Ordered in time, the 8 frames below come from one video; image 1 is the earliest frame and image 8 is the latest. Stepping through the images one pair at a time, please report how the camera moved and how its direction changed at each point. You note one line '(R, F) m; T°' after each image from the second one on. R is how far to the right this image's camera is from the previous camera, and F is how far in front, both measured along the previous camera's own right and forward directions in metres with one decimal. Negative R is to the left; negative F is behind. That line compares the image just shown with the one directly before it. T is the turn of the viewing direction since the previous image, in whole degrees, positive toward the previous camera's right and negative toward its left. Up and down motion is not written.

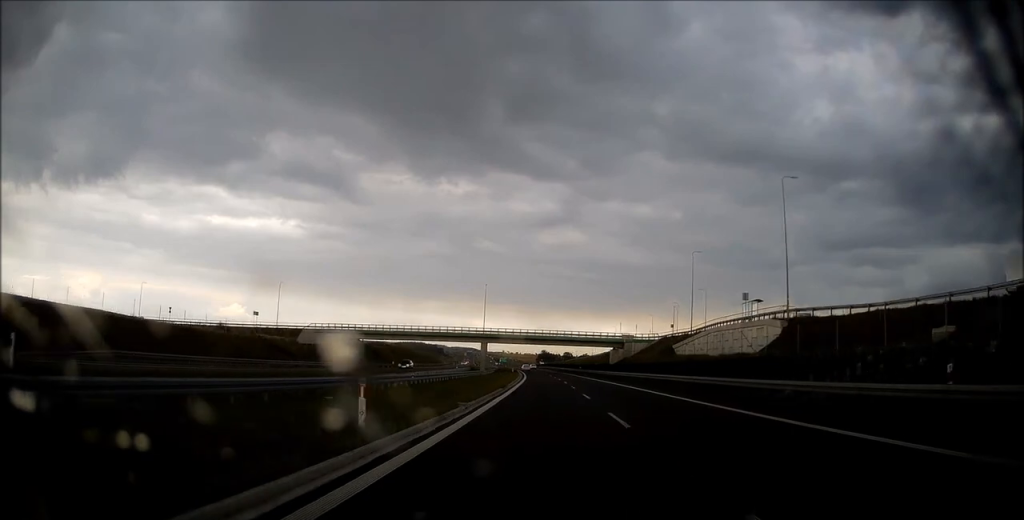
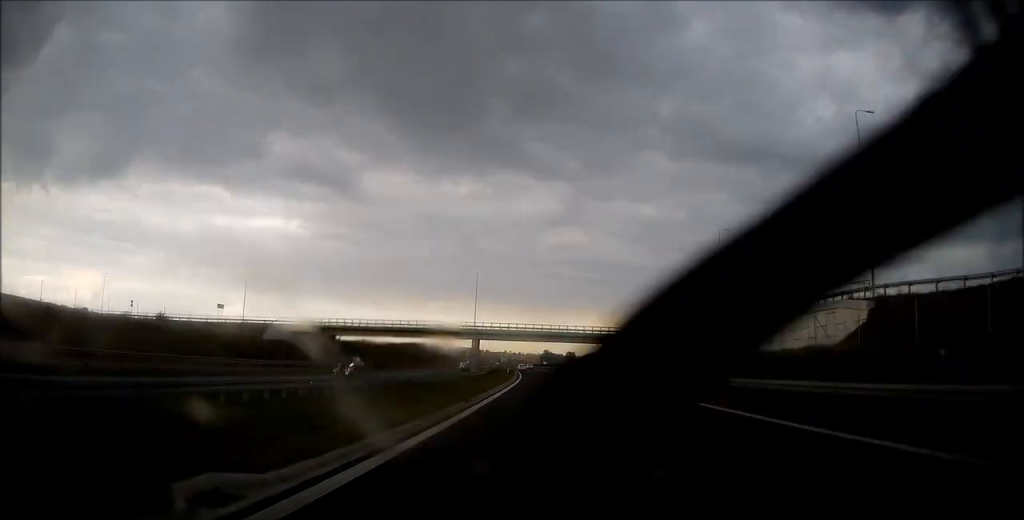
(0.0, +14.7) m; 0°
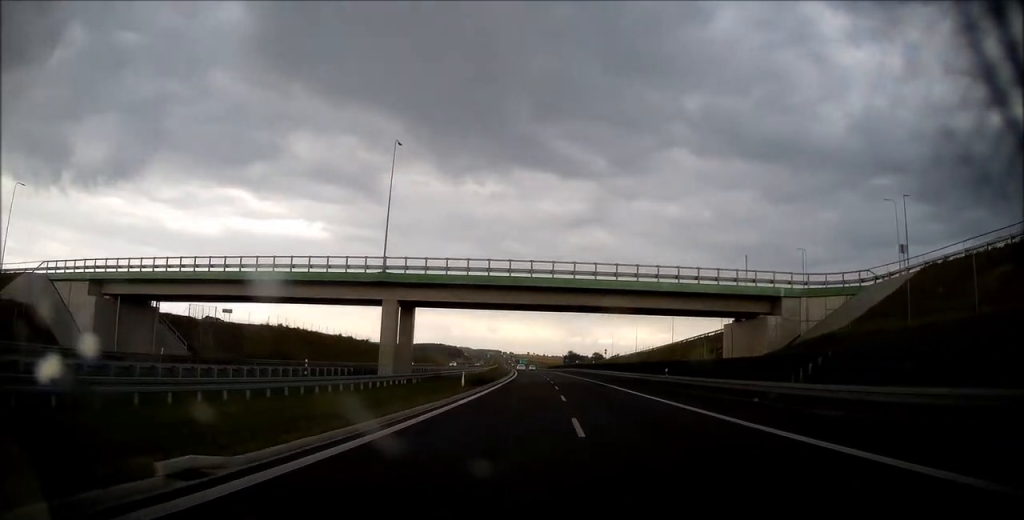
(-0.7, +59.5) m; -2°
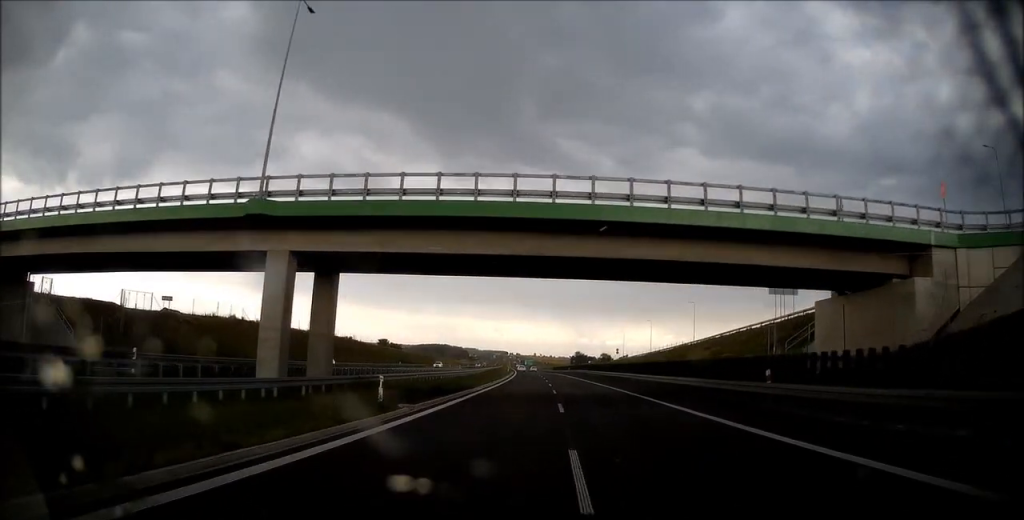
(-0.2, +17.8) m; -1°
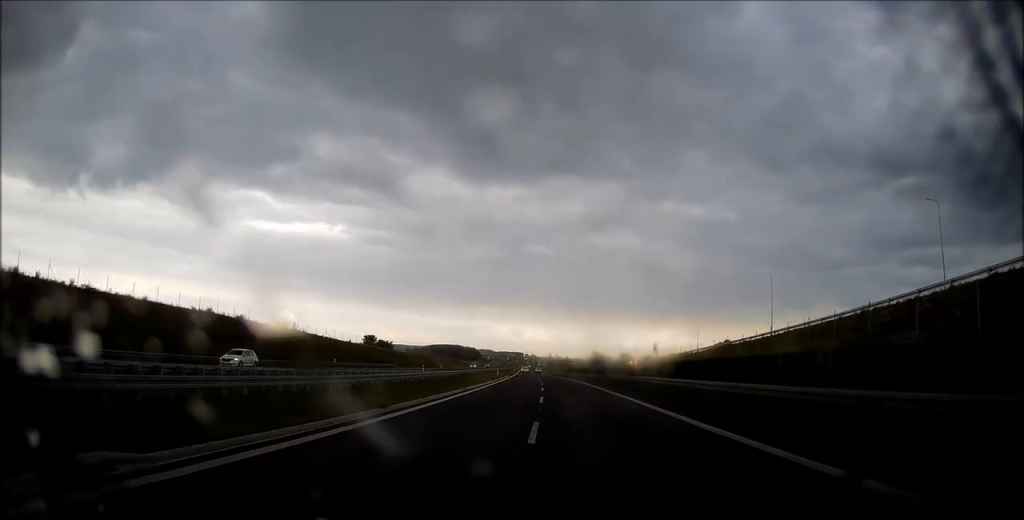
(-0.6, +43.2) m; -2°
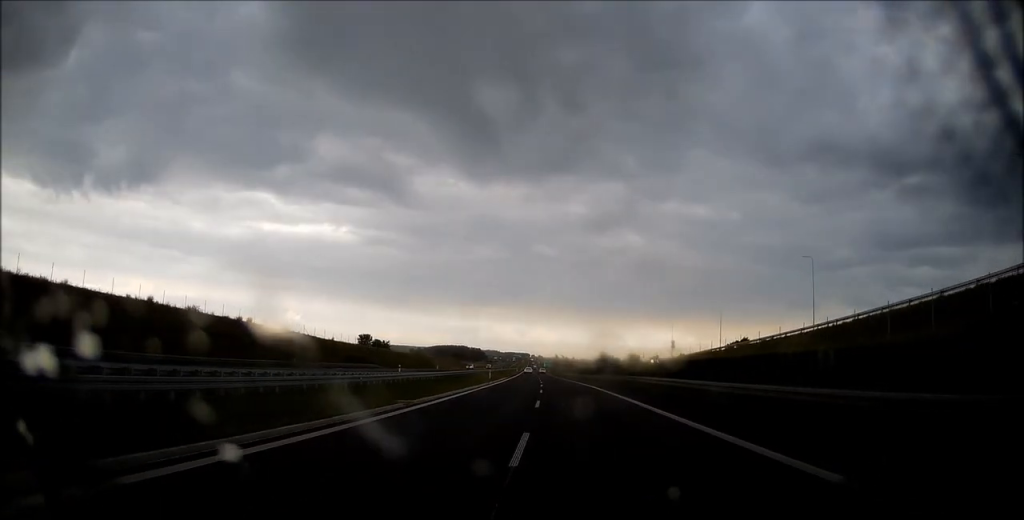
(0.0, +14.3) m; -1°
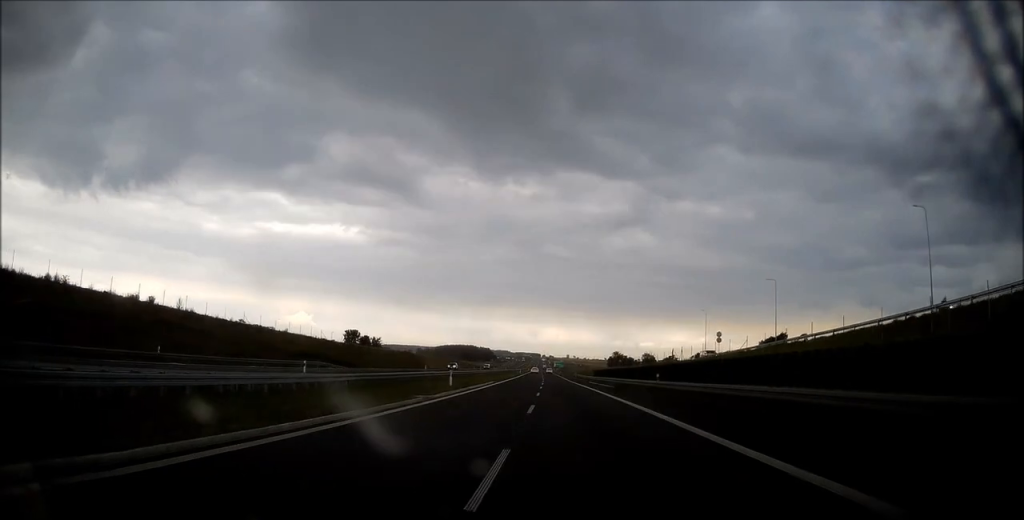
(-0.2, +26.5) m; -1°
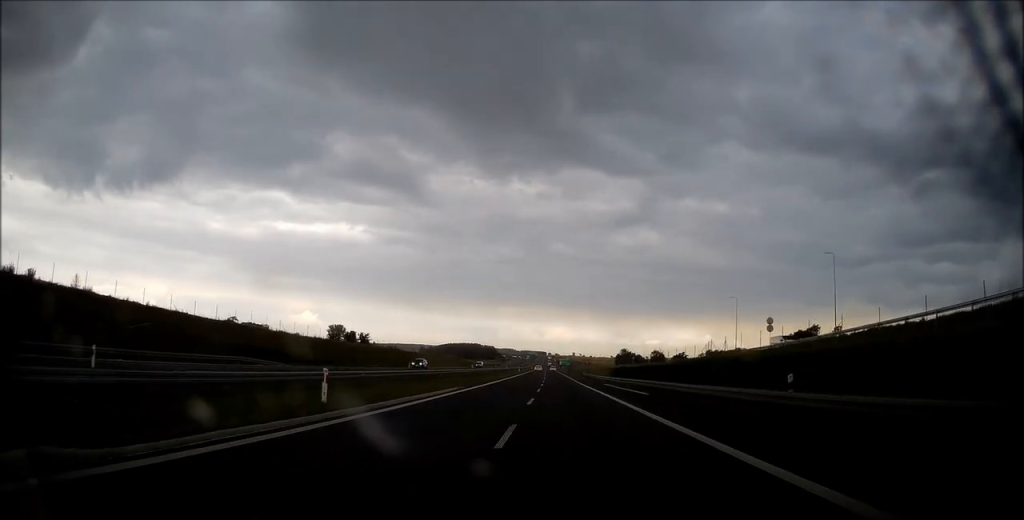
(-0.2, +19.9) m; -1°
